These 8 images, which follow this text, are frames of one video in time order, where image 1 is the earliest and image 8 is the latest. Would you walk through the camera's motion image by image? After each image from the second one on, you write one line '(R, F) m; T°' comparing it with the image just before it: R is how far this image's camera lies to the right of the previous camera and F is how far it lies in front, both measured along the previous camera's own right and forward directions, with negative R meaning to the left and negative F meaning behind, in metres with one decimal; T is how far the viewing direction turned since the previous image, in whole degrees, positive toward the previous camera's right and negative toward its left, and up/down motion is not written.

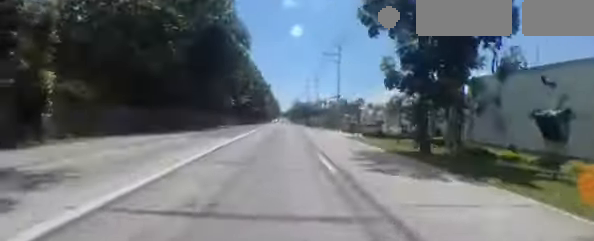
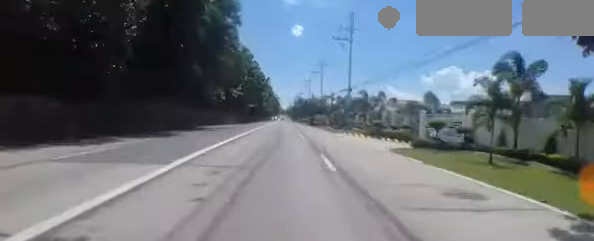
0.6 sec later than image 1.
(+0.1, +9.3) m; 0°
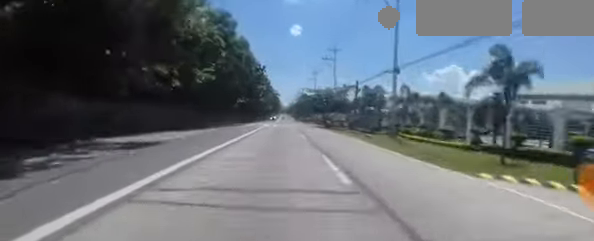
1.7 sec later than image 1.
(-0.2, +19.7) m; 0°
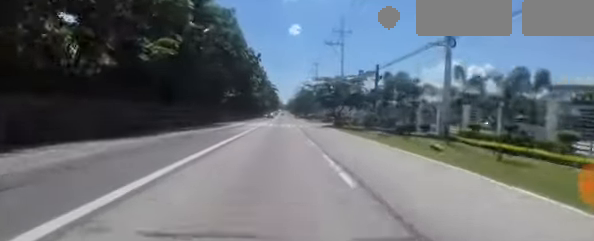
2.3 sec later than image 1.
(0.0, +9.6) m; 0°
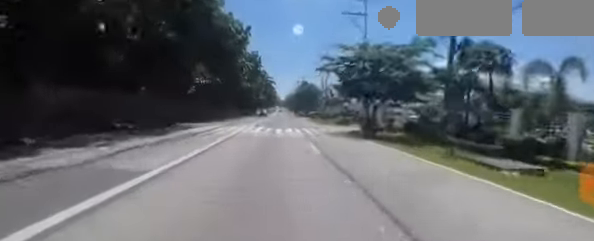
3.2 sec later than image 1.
(0.0, +14.8) m; 0°
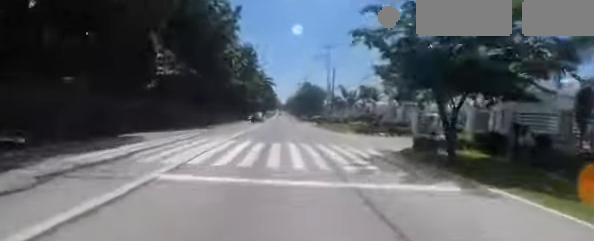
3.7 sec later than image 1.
(0.0, +9.0) m; 0°
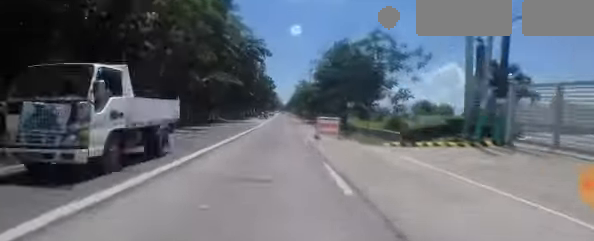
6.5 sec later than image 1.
(-0.3, +49.6) m; 0°
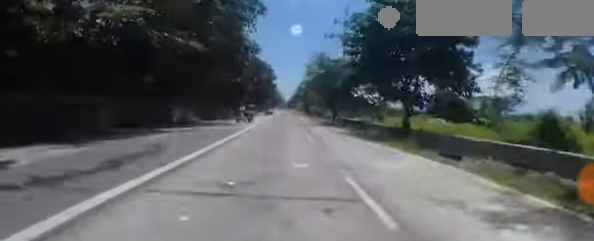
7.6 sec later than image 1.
(+0.1, +18.8) m; +1°
